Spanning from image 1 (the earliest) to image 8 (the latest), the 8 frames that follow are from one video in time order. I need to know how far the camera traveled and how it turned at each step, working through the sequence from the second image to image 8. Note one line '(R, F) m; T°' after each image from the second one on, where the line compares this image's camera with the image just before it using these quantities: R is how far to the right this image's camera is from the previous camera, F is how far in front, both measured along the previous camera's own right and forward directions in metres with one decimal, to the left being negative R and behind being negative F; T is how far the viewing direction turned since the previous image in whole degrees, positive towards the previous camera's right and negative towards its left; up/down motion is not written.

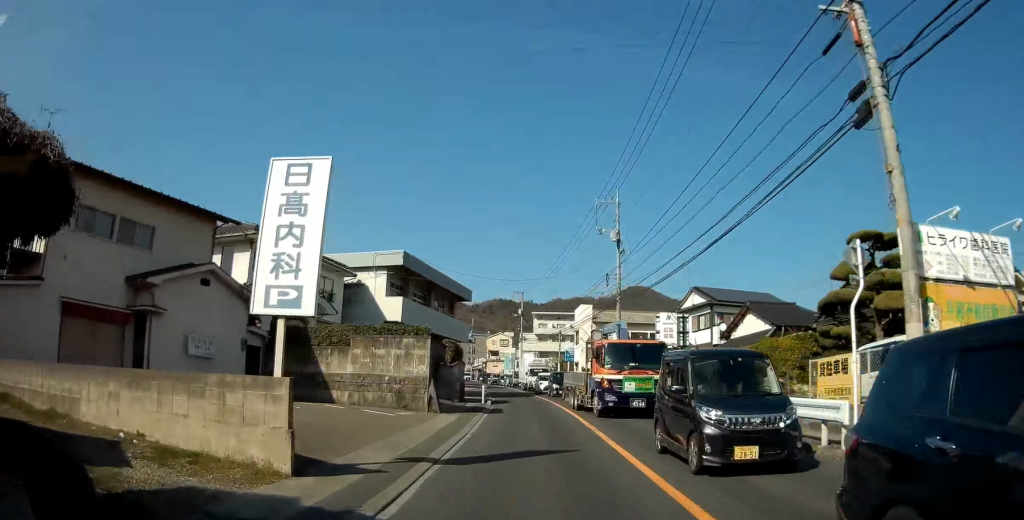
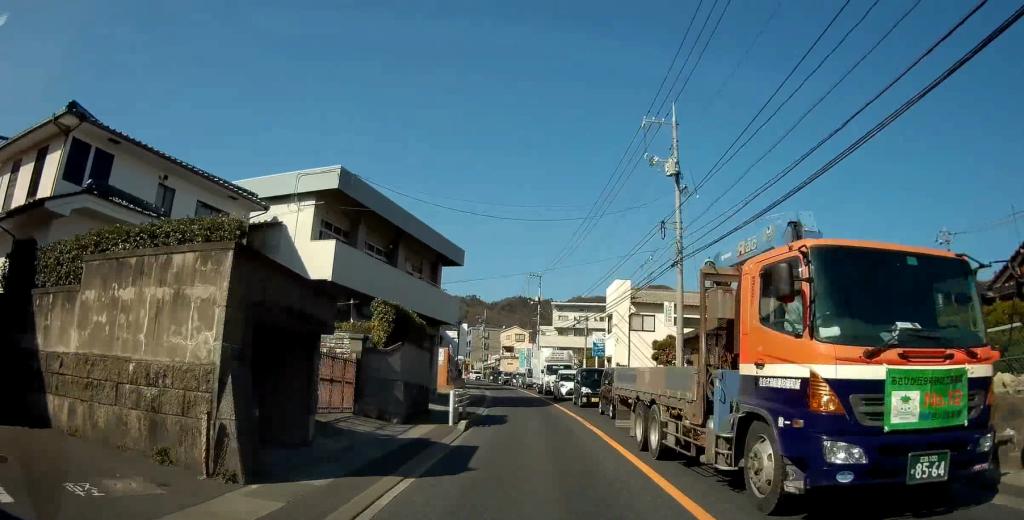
(-1.2, +14.7) m; -2°
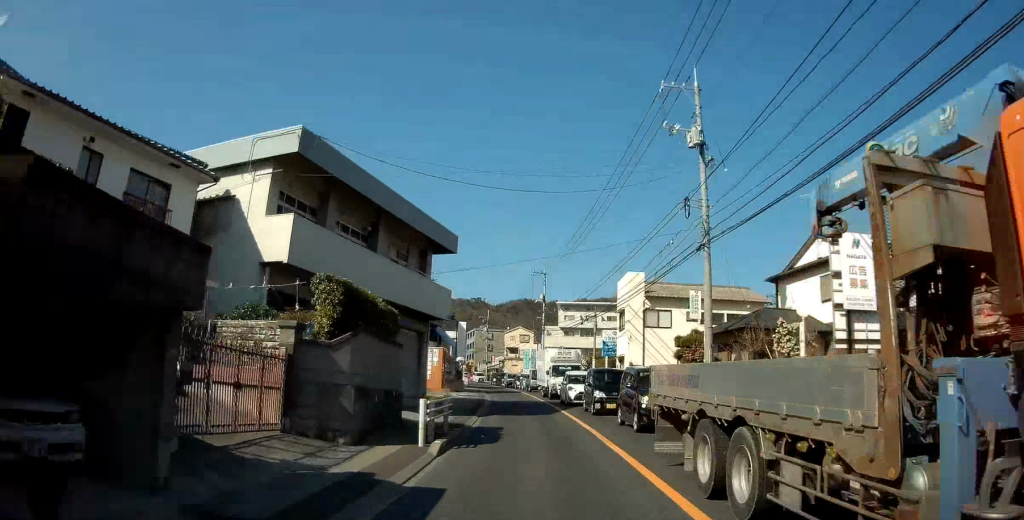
(0.0, +4.2) m; +1°
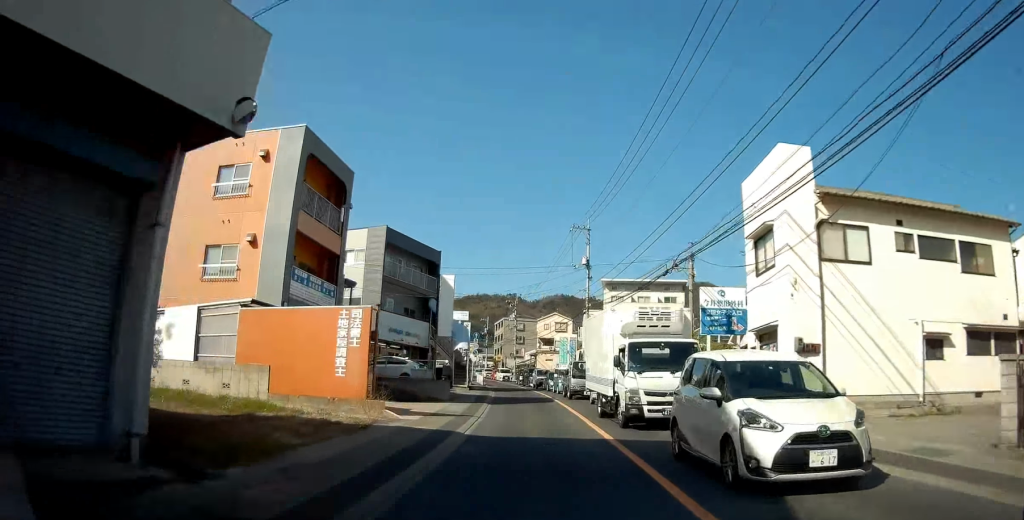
(-0.5, +21.7) m; -9°
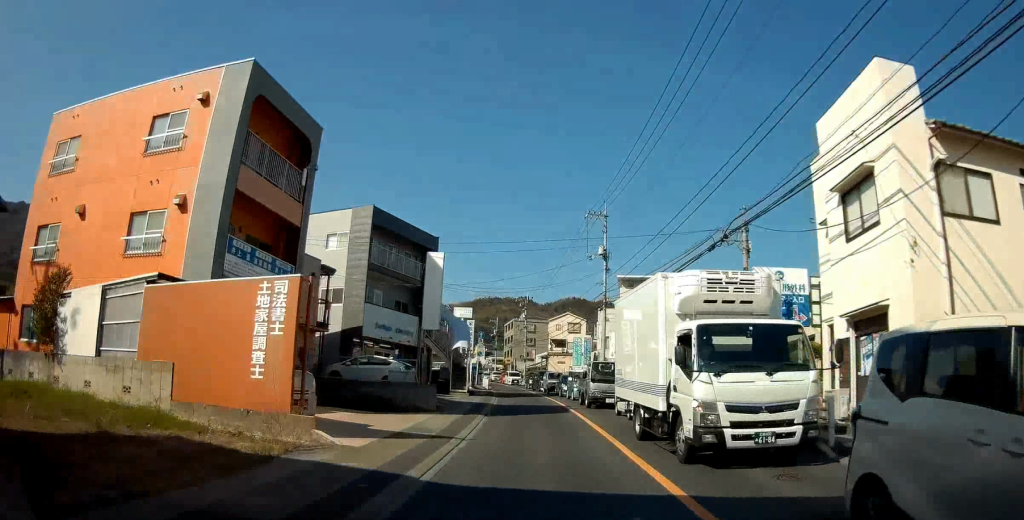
(-0.4, +6.1) m; 0°
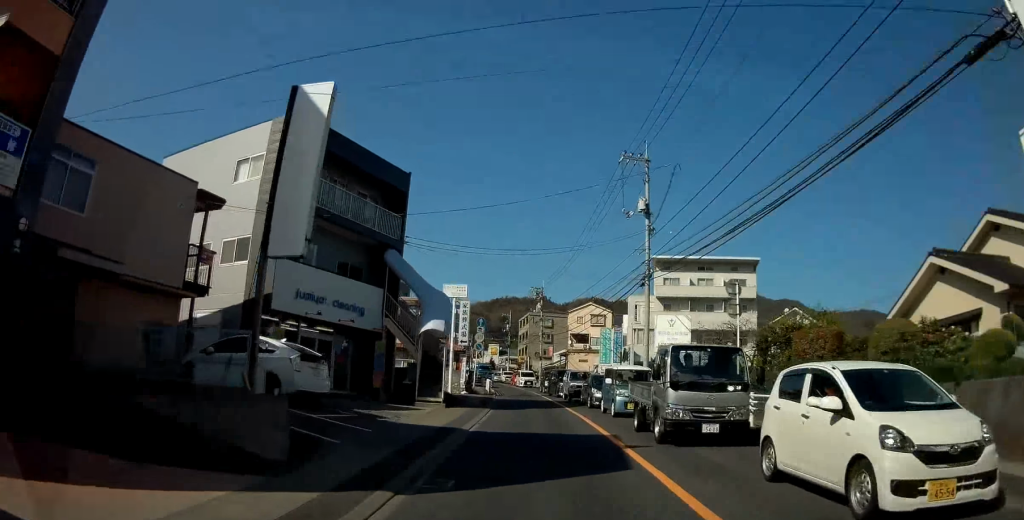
(0.0, +12.9) m; 0°
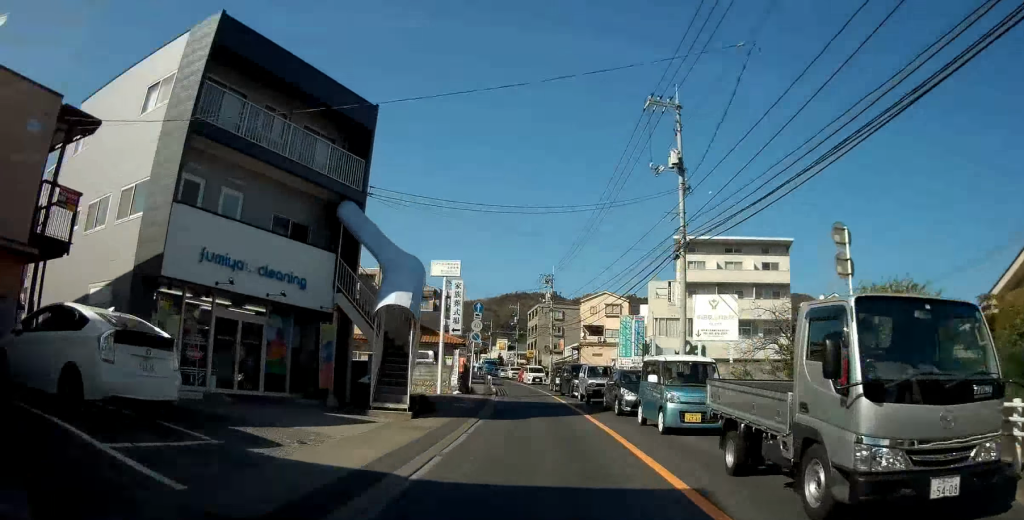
(+0.2, +7.2) m; 0°
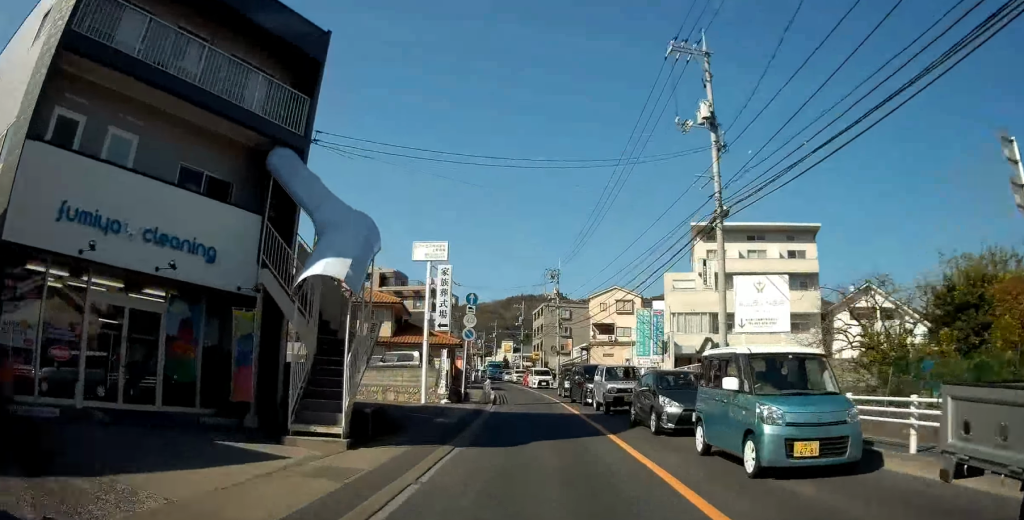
(-0.3, +5.5) m; -1°
